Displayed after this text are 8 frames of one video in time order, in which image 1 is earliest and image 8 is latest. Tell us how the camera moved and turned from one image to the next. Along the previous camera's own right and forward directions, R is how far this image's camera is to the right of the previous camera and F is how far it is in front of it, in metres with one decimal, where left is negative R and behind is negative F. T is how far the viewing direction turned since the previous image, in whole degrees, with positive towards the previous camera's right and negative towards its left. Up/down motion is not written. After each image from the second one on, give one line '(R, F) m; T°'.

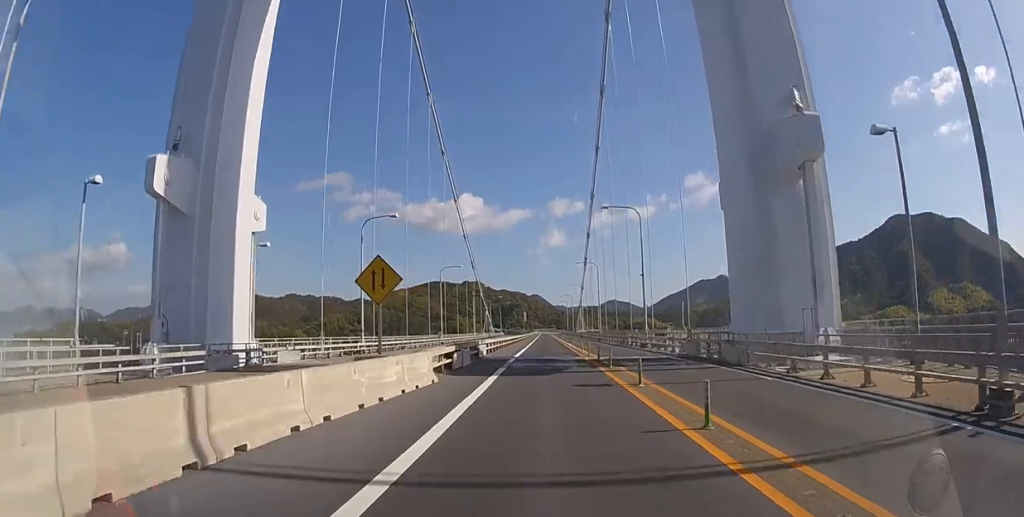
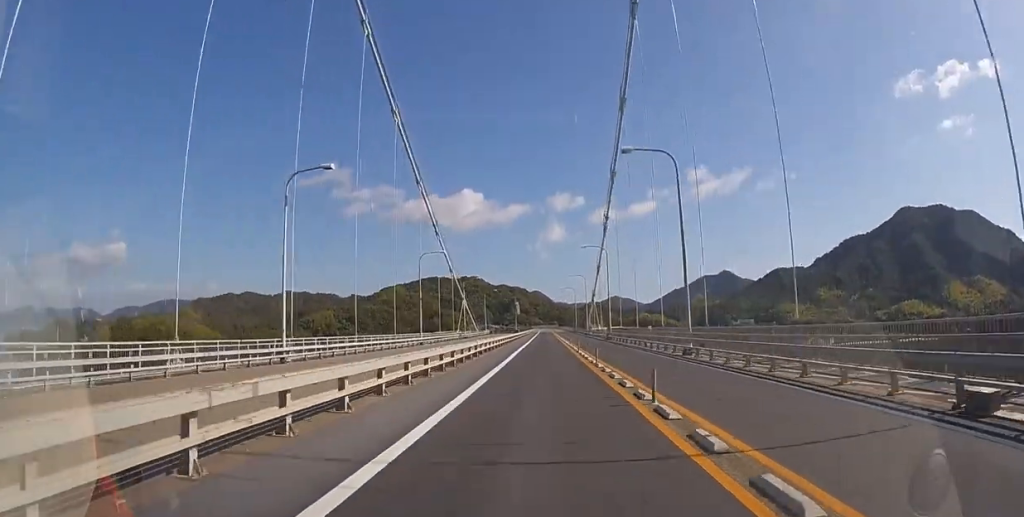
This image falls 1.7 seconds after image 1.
(+0.2, +40.2) m; 0°
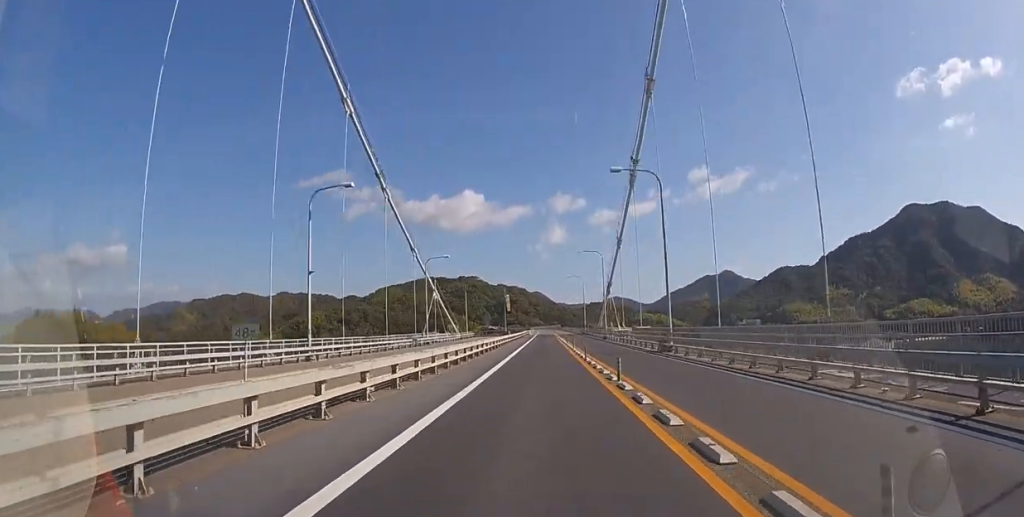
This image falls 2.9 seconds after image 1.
(-0.3, +26.9) m; -1°
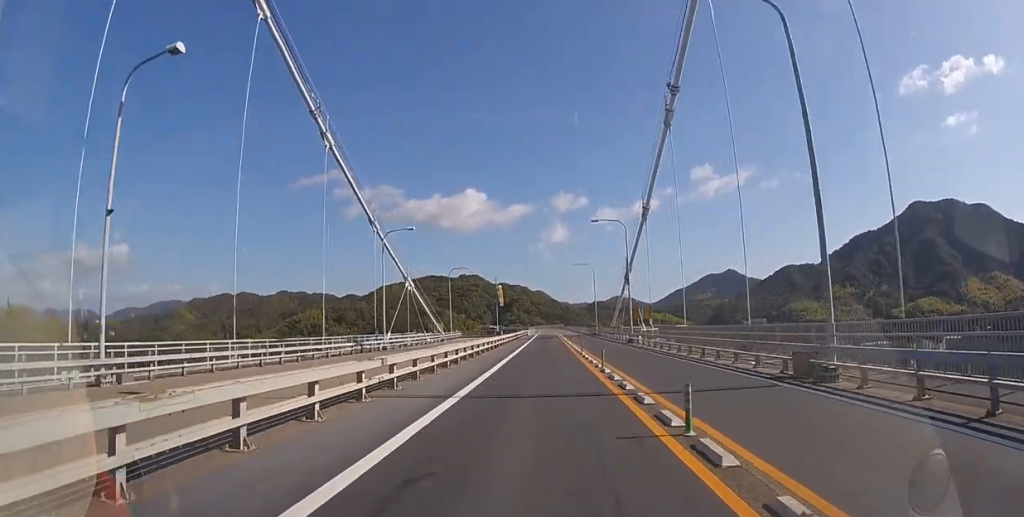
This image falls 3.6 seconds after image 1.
(0.0, +16.0) m; 0°
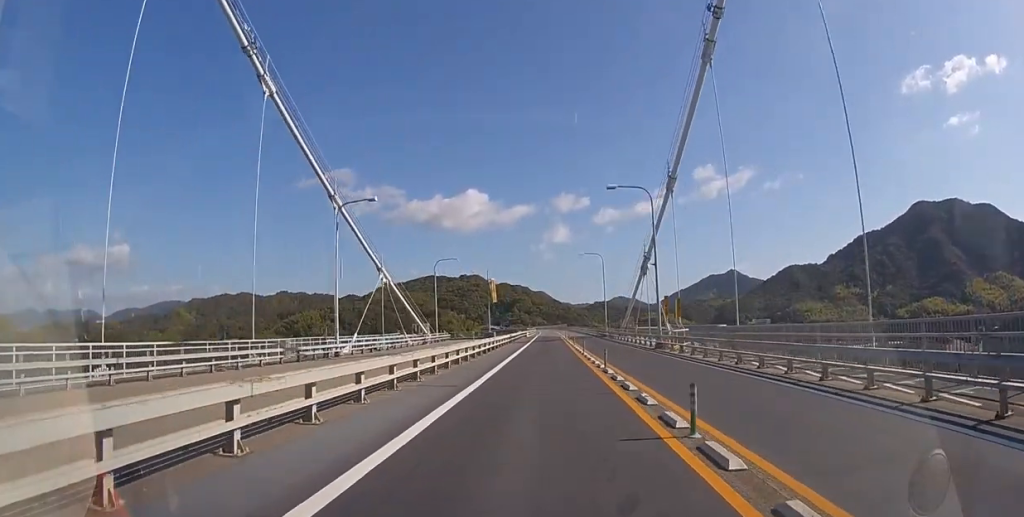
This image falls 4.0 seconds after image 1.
(0.0, +9.9) m; 0°
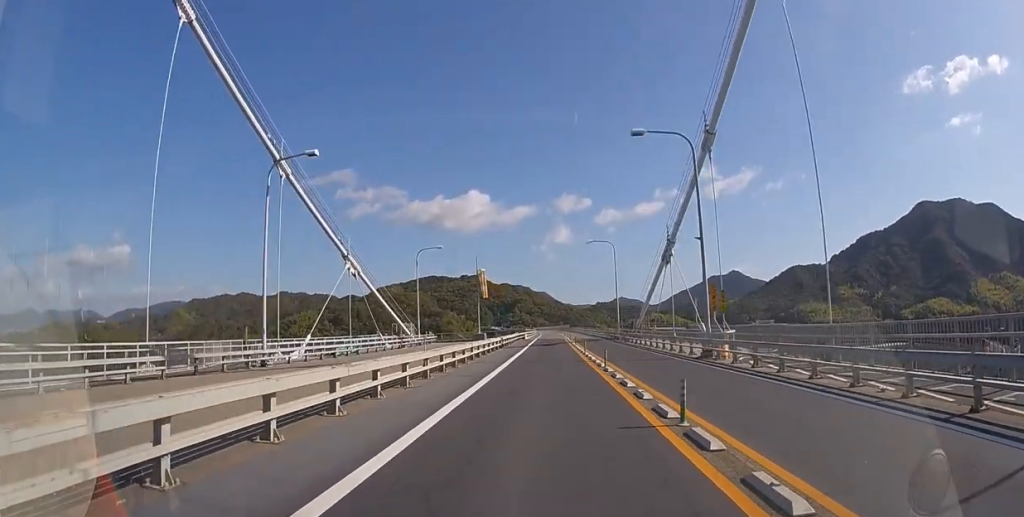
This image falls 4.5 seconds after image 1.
(0.0, +9.9) m; 0°
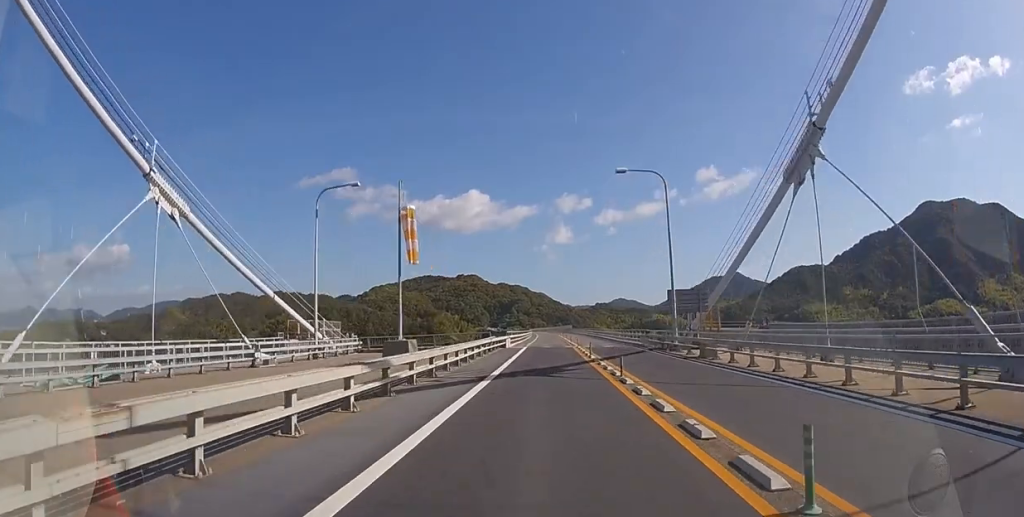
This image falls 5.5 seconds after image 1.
(0.0, +23.4) m; 0°
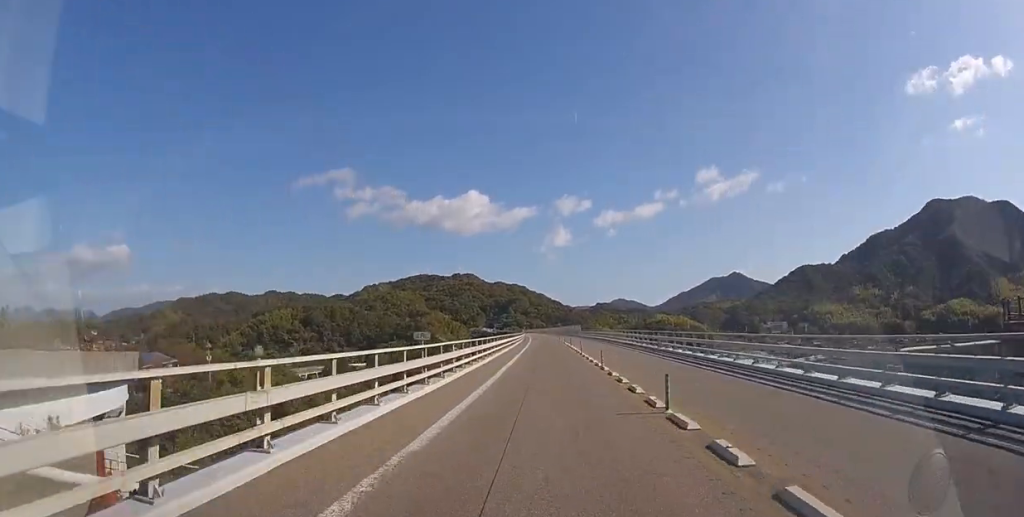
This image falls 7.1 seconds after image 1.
(+0.1, +35.2) m; 0°
